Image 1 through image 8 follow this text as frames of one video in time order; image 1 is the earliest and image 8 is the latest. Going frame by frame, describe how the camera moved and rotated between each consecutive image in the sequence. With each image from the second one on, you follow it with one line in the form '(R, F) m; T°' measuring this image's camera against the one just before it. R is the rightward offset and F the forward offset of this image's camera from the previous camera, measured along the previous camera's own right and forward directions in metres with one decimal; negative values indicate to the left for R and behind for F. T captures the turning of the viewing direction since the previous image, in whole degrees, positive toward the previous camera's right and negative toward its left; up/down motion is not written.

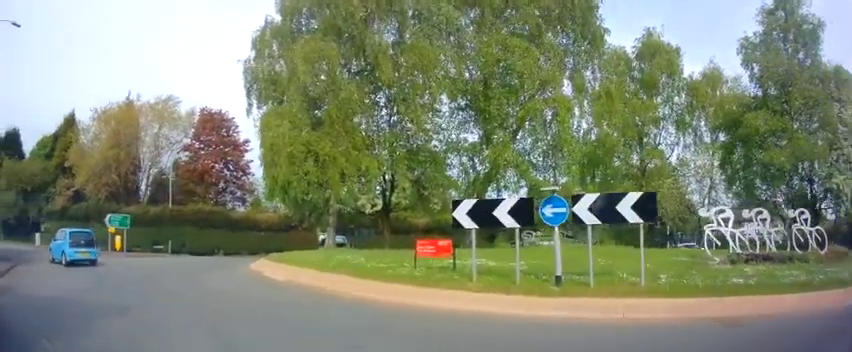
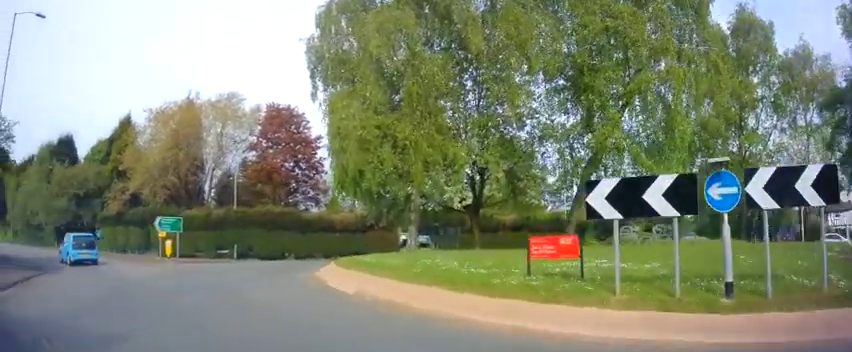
(-0.3, +2.9) m; -8°
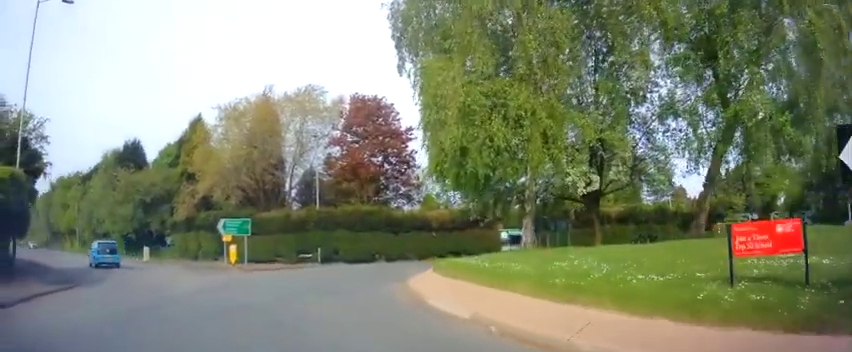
(0.0, +3.4) m; -10°
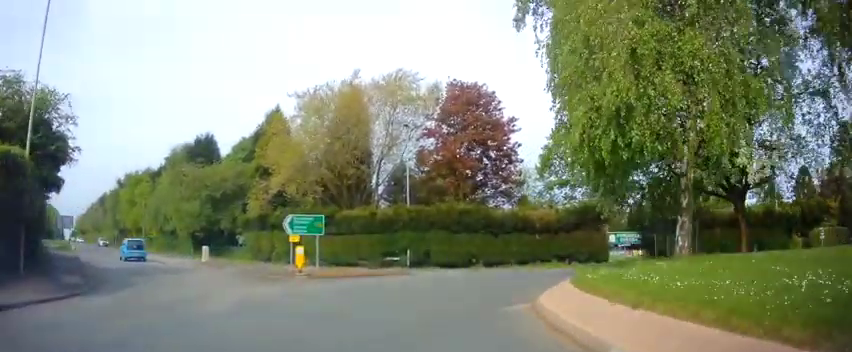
(-0.7, +4.0) m; -7°
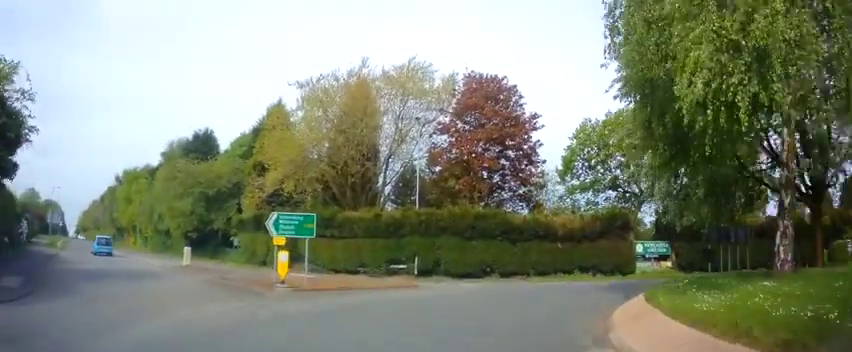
(-0.2, +3.4) m; -2°
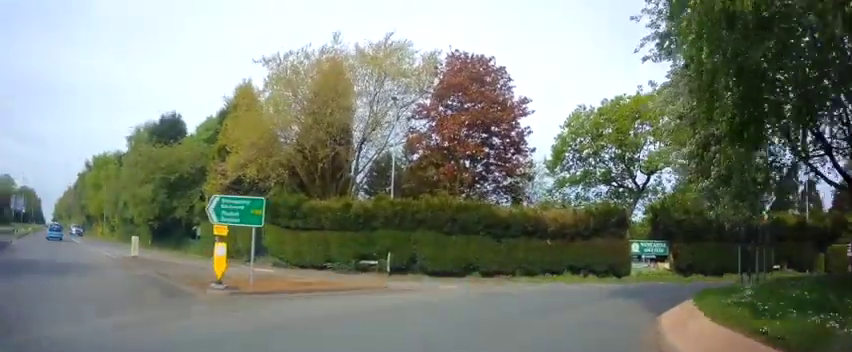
(-0.1, +3.1) m; +5°
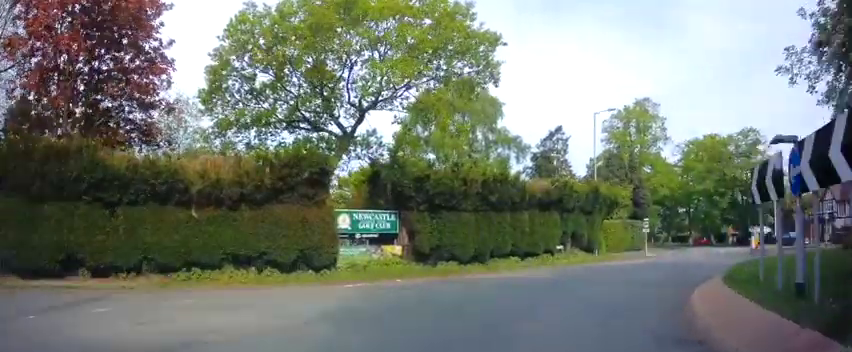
(+3.0, +11.5) m; +32°
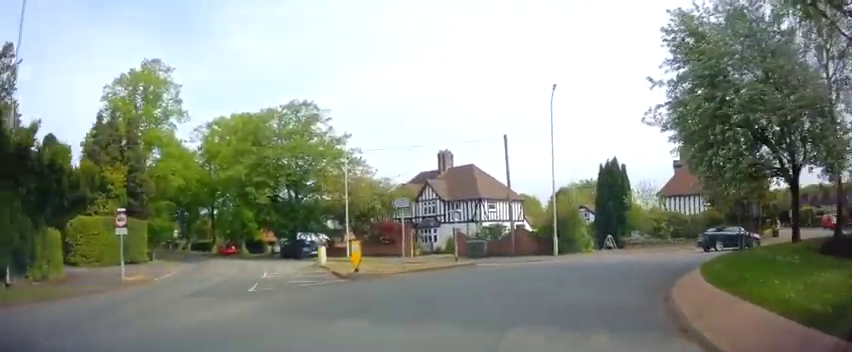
(+8.1, +15.3) m; +55°
